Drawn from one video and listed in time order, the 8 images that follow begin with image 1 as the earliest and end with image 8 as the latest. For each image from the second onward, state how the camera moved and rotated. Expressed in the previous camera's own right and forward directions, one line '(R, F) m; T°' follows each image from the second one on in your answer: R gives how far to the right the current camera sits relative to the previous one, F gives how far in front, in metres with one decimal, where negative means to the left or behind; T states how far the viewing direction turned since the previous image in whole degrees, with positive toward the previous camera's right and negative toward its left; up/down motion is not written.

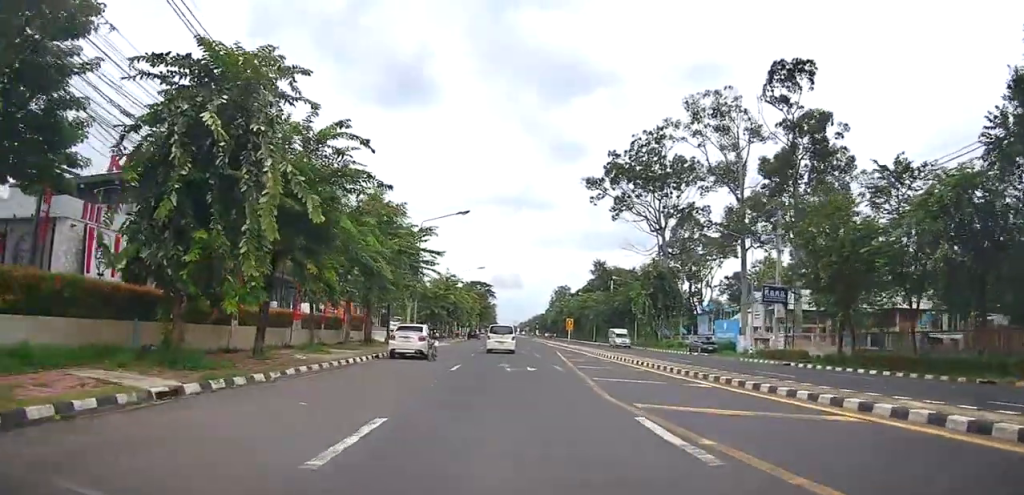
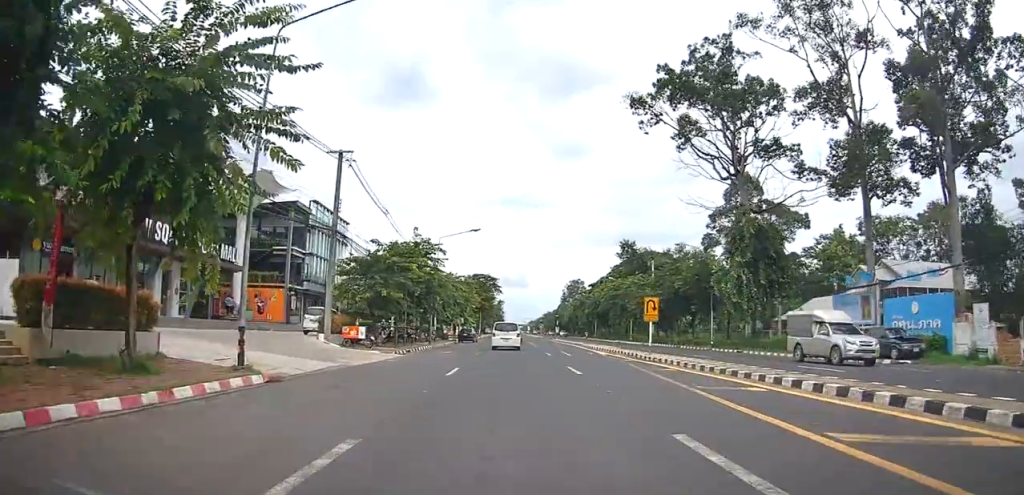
(+0.8, +26.9) m; -1°
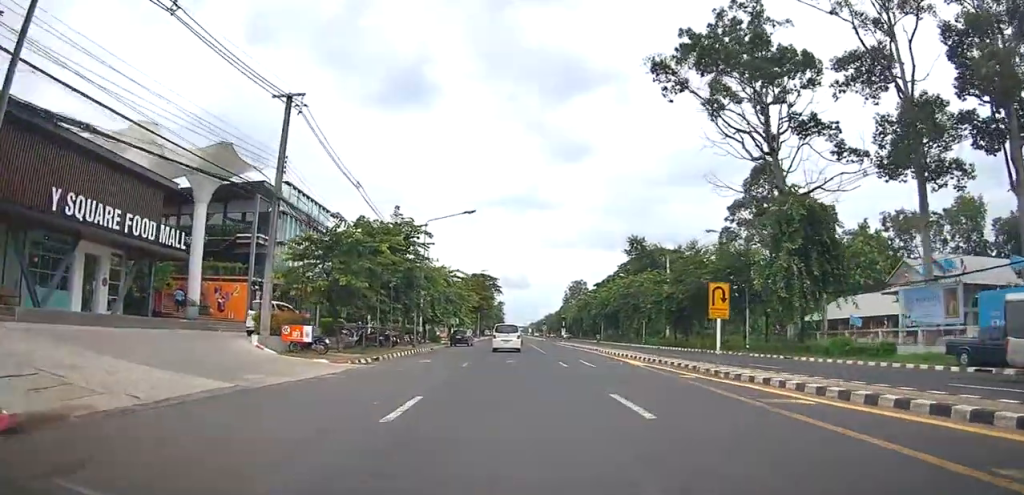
(-0.2, +7.8) m; -1°
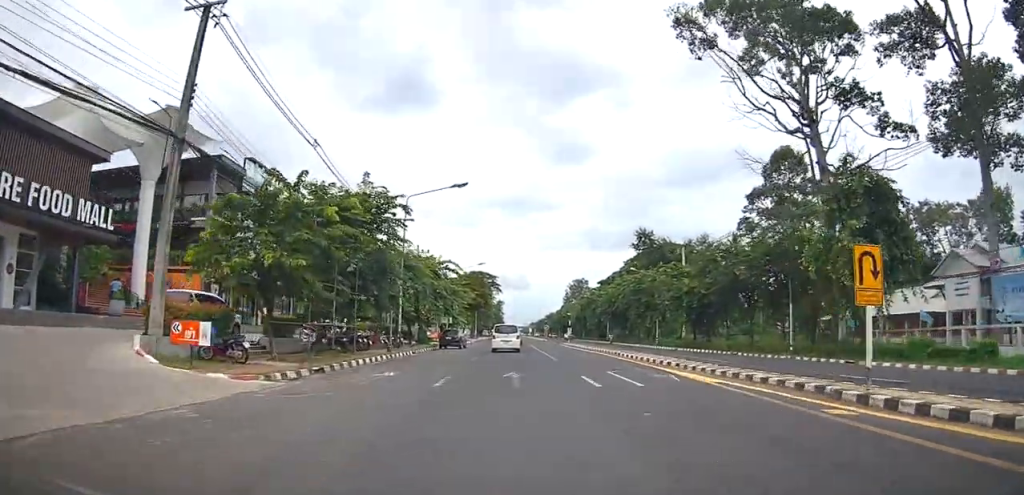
(-0.1, +7.3) m; +1°
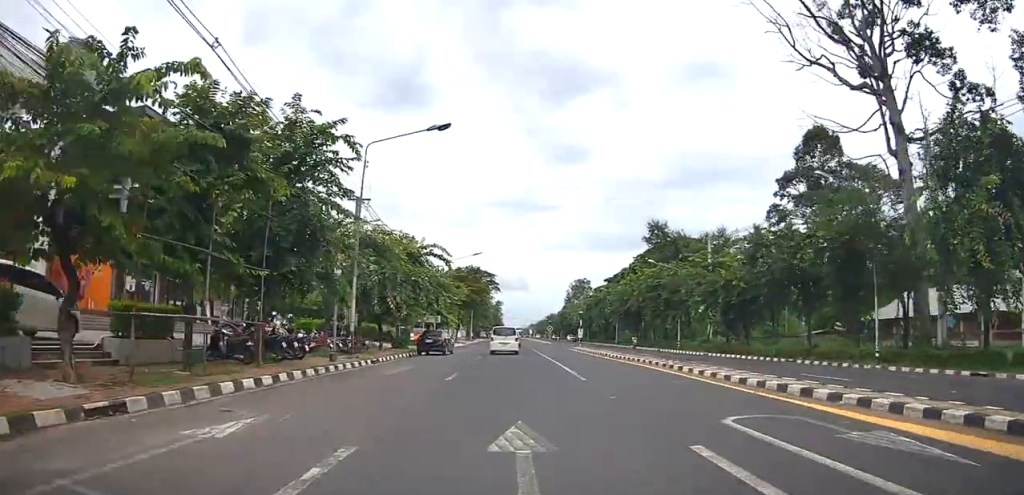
(-0.1, +9.5) m; +2°
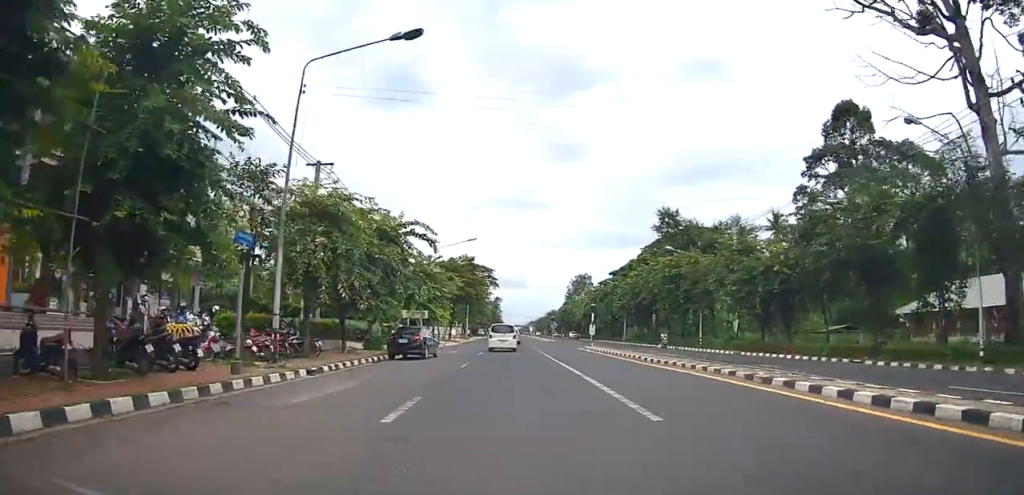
(+0.3, +7.3) m; 0°
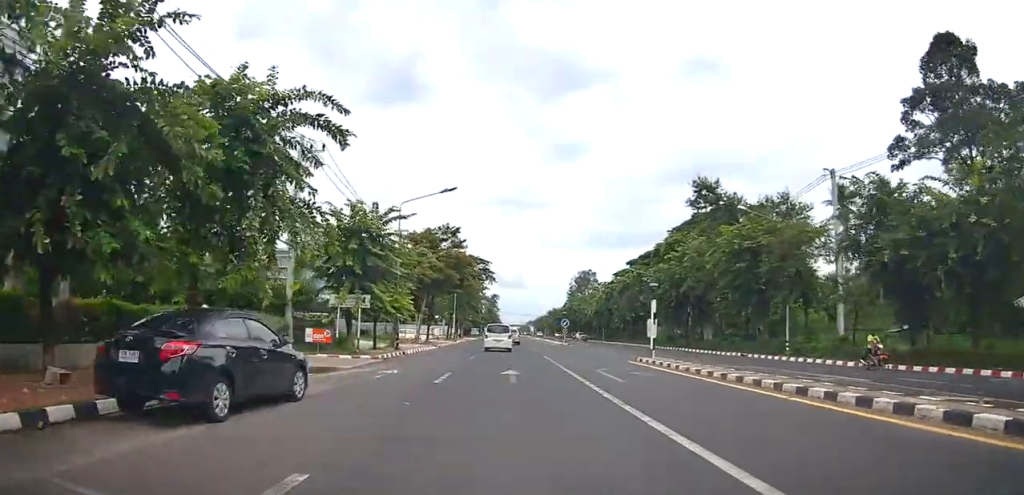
(-0.3, +17.8) m; -2°
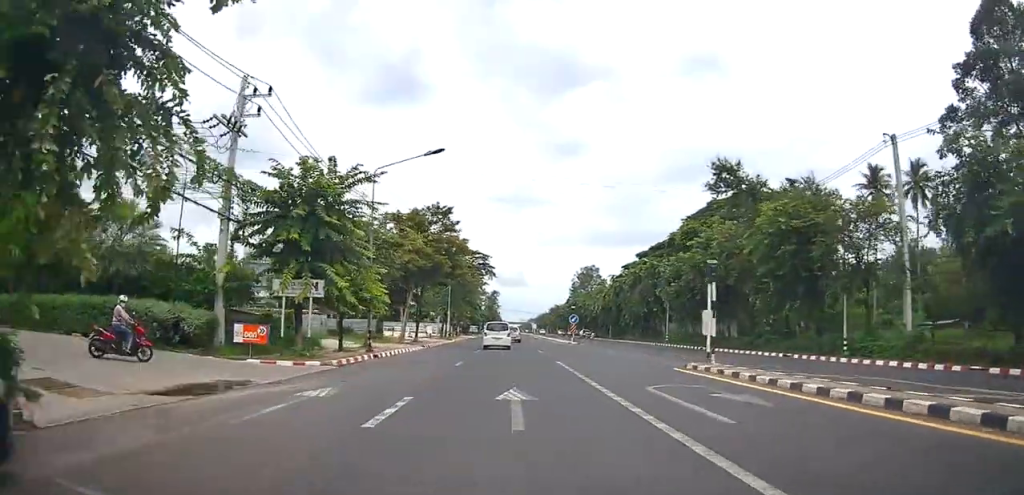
(0.0, +6.8) m; 0°
